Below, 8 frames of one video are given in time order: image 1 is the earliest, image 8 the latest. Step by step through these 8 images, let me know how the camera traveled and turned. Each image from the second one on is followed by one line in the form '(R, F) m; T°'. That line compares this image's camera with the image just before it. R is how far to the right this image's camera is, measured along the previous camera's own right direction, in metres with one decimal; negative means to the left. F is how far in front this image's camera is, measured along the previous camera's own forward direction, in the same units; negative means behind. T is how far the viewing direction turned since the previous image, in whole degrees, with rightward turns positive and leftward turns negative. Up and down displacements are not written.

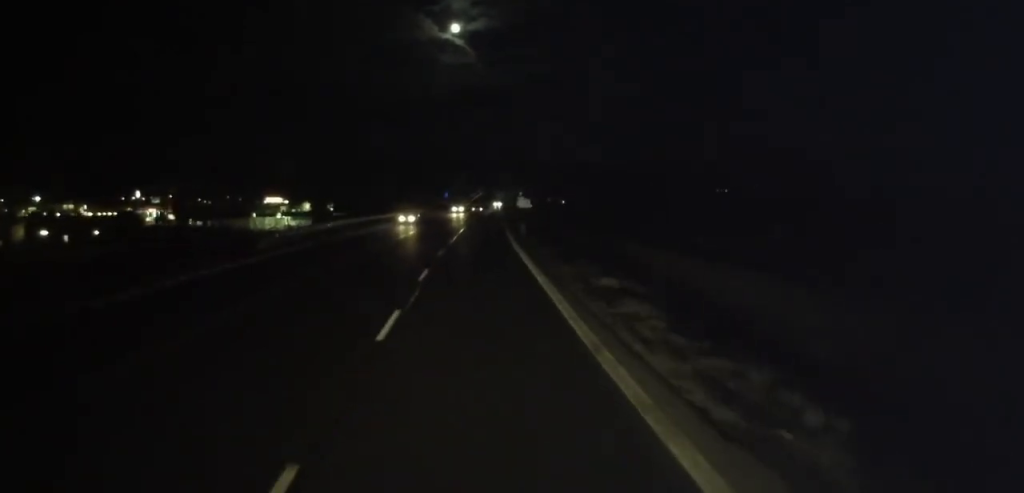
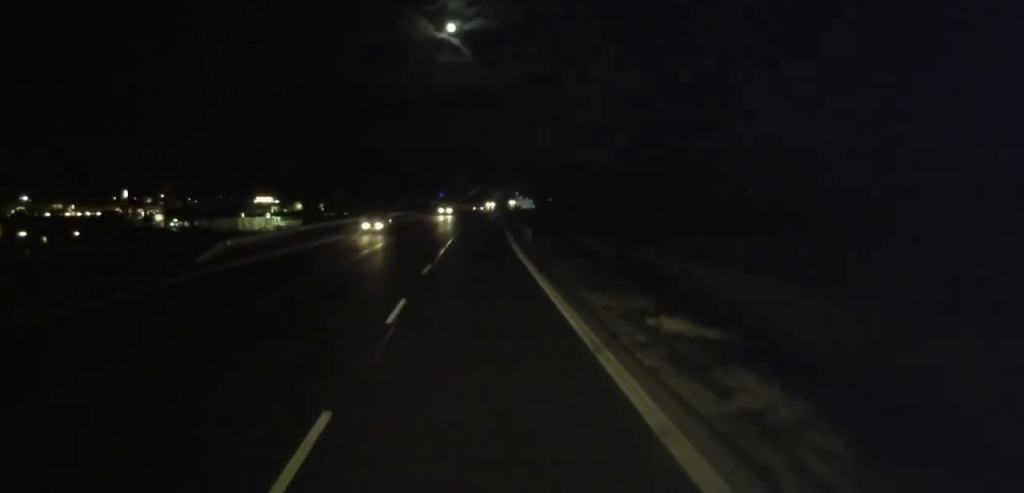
(-0.1, +7.1) m; +1°
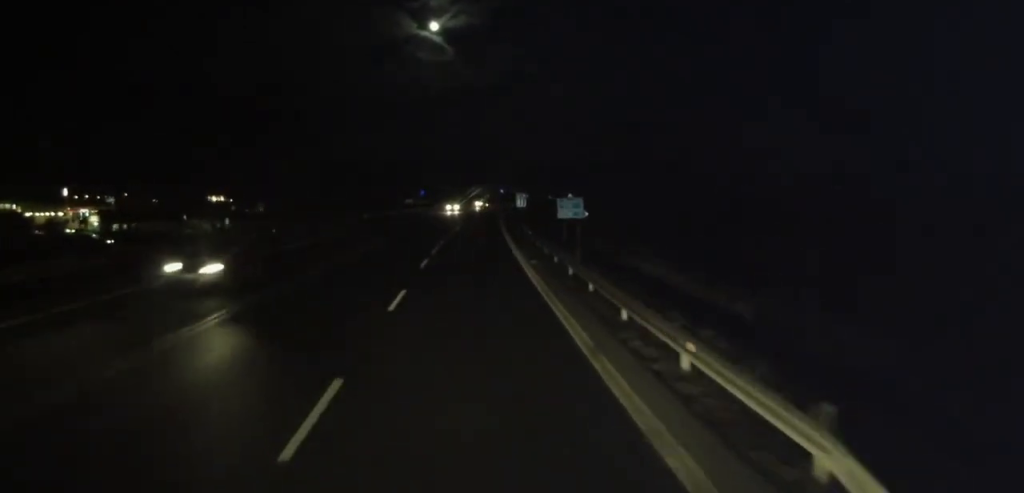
(0.0, +32.8) m; -1°
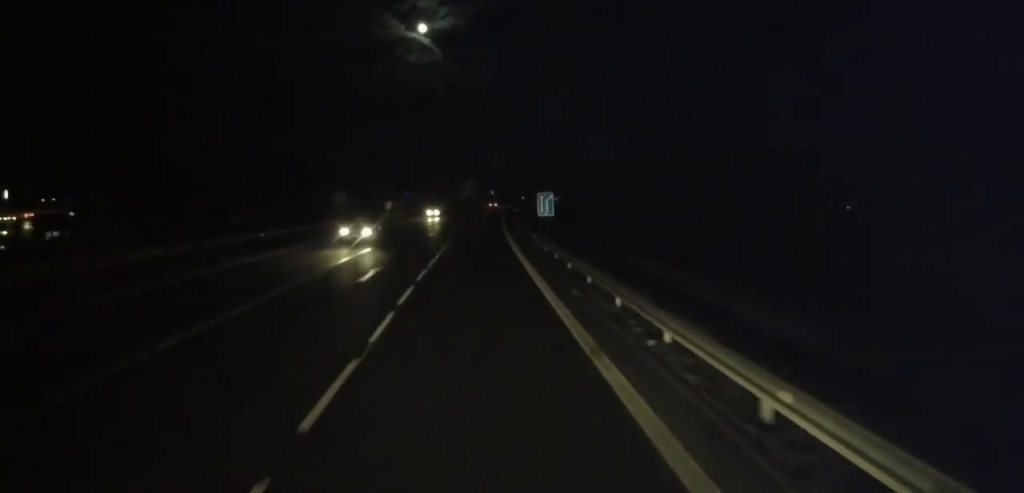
(+0.9, +29.6) m; +2°
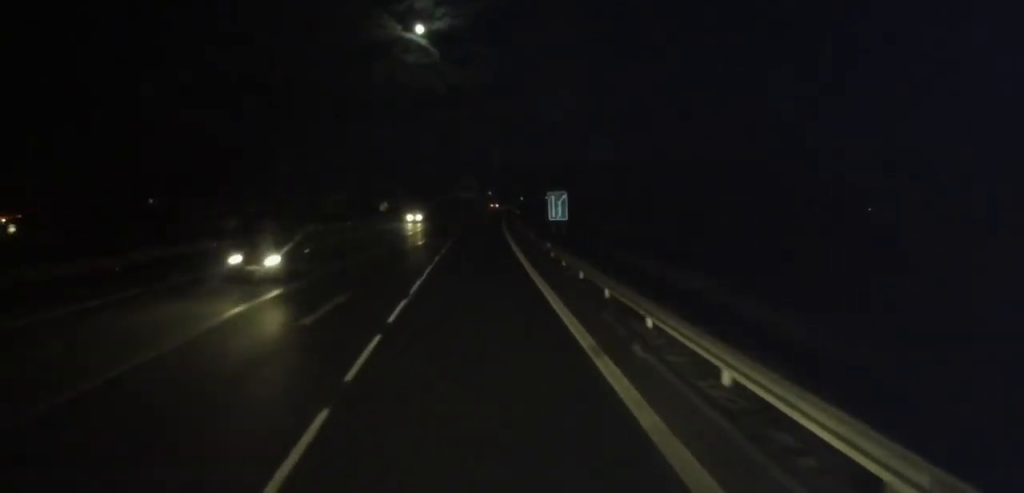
(-0.2, +6.5) m; 0°
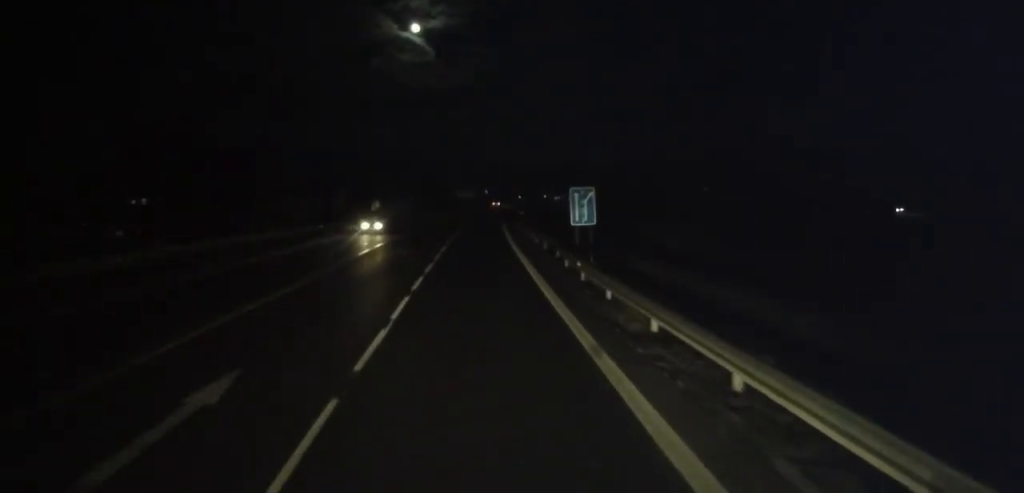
(+0.1, +8.3) m; +1°
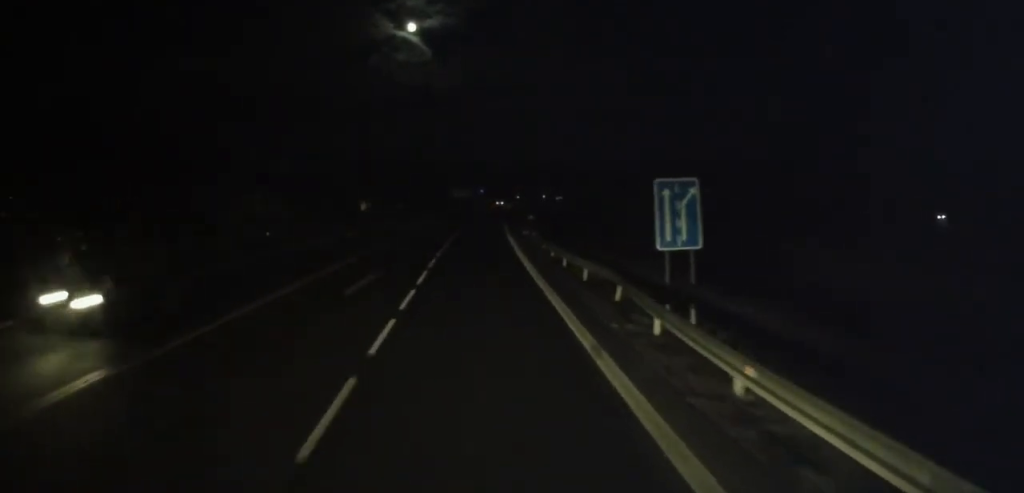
(+0.3, +11.9) m; +2°
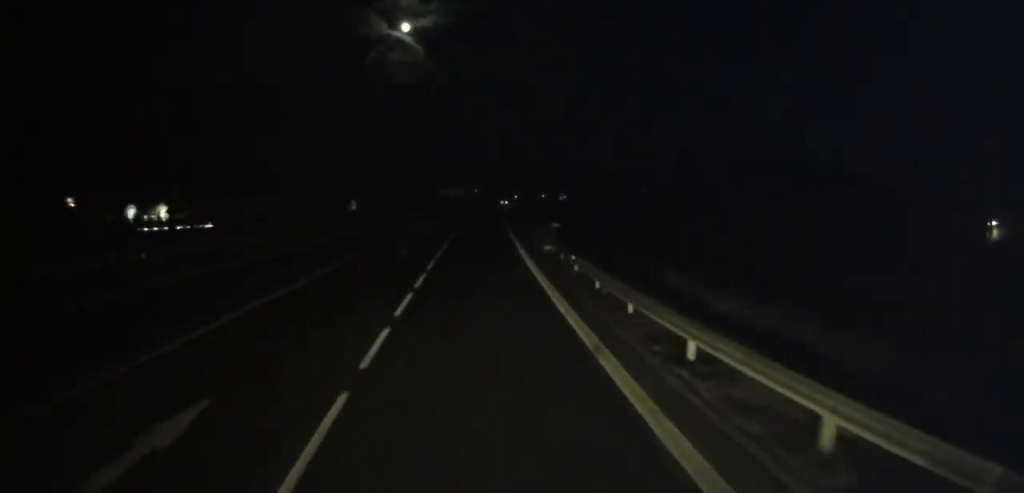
(0.0, +14.1) m; 0°
